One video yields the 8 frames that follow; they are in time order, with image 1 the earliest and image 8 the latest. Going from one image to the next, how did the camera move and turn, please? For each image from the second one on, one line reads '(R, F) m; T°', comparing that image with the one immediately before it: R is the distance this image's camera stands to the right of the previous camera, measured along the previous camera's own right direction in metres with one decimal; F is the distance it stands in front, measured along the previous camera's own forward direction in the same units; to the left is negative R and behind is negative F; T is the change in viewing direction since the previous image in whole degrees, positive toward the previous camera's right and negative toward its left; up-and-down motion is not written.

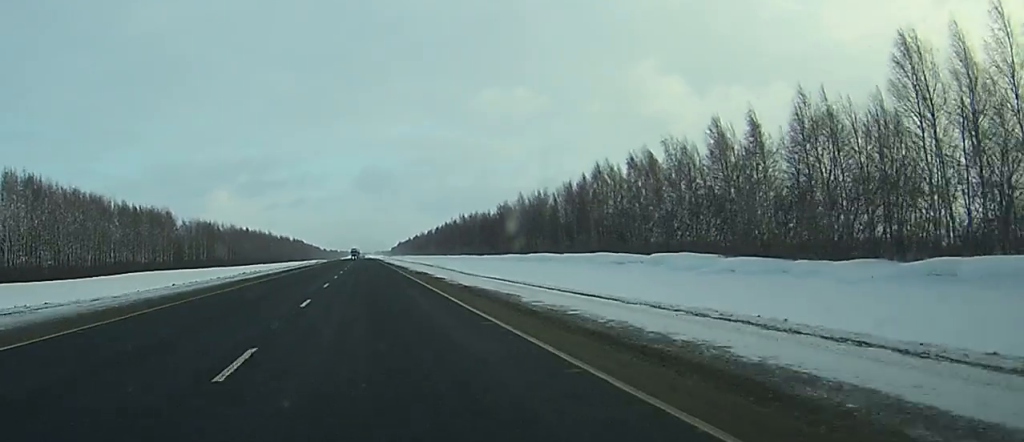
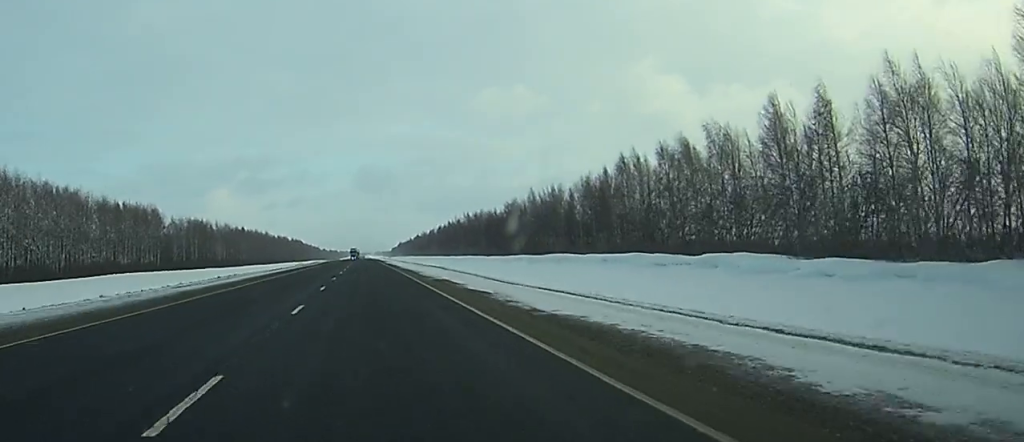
(0.0, +14.8) m; 0°
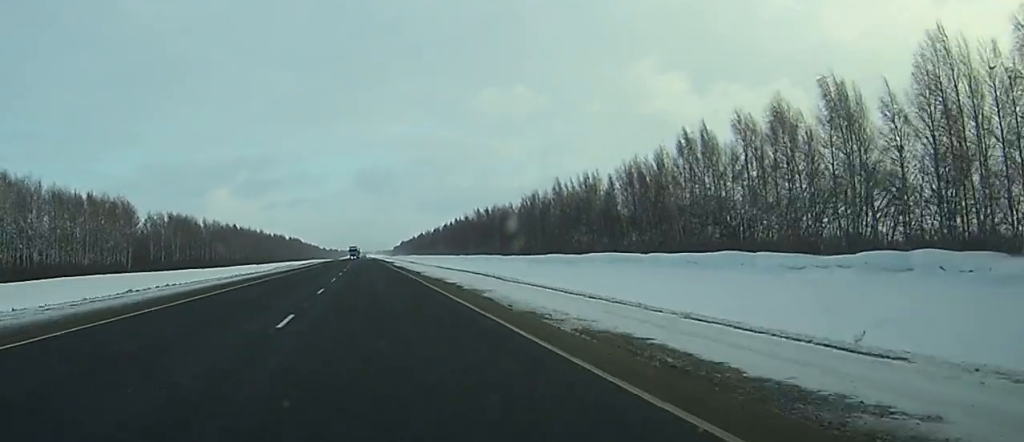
(0.0, +27.3) m; 0°
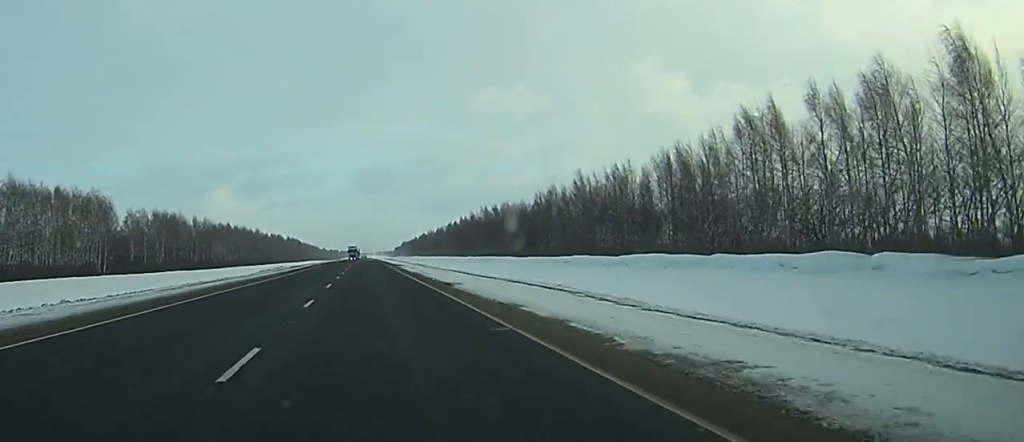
(0.0, +18.2) m; 0°
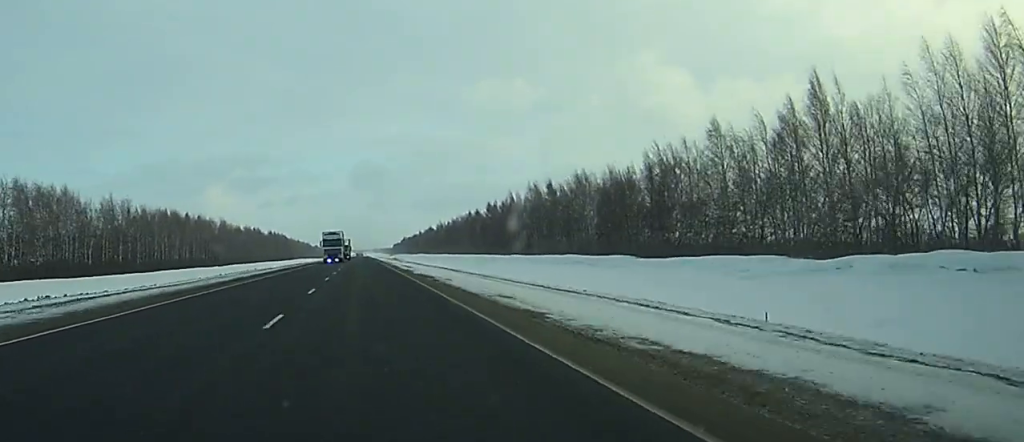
(-0.1, +89.6) m; 0°
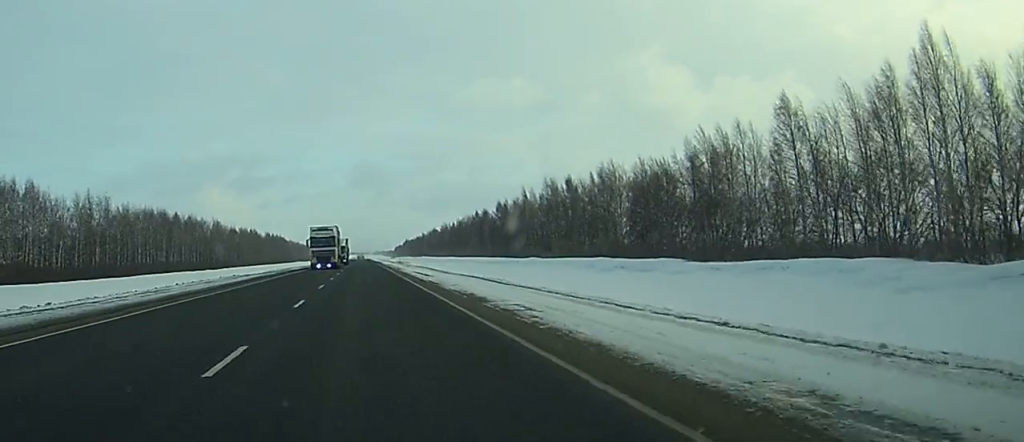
(0.0, +17.0) m; 0°
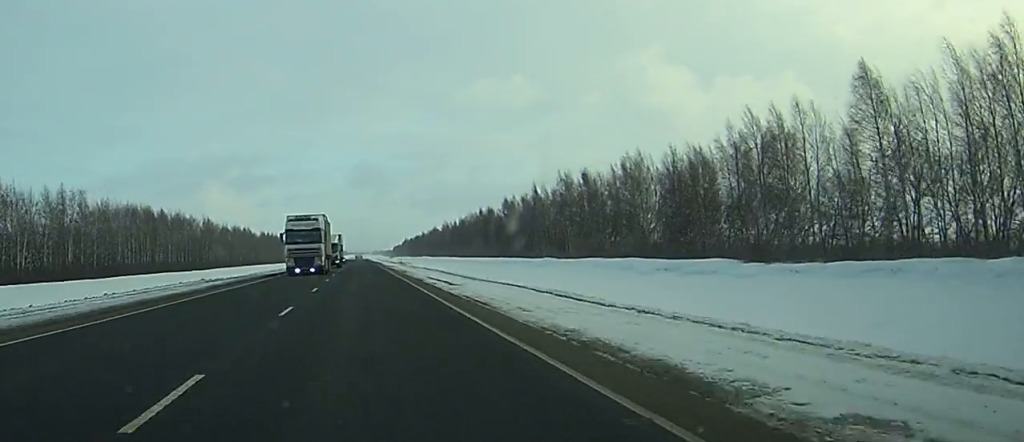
(0.0, +14.8) m; 0°
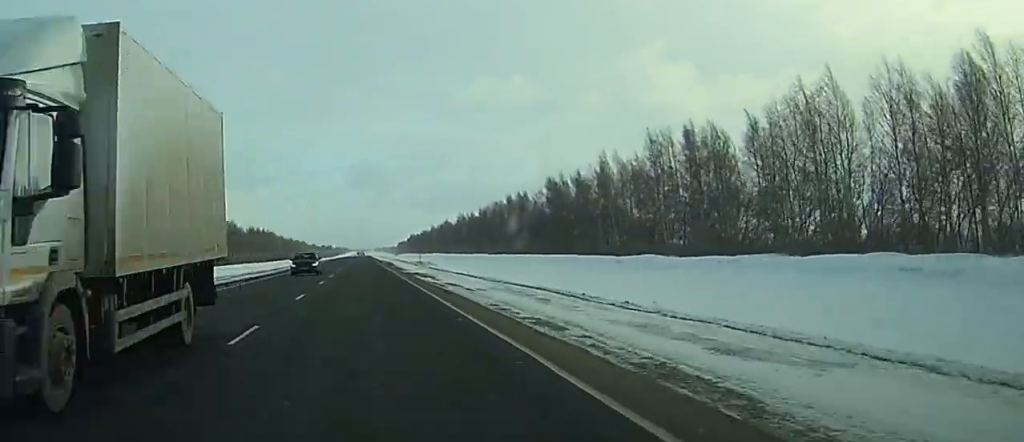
(0.0, +53.8) m; 0°
